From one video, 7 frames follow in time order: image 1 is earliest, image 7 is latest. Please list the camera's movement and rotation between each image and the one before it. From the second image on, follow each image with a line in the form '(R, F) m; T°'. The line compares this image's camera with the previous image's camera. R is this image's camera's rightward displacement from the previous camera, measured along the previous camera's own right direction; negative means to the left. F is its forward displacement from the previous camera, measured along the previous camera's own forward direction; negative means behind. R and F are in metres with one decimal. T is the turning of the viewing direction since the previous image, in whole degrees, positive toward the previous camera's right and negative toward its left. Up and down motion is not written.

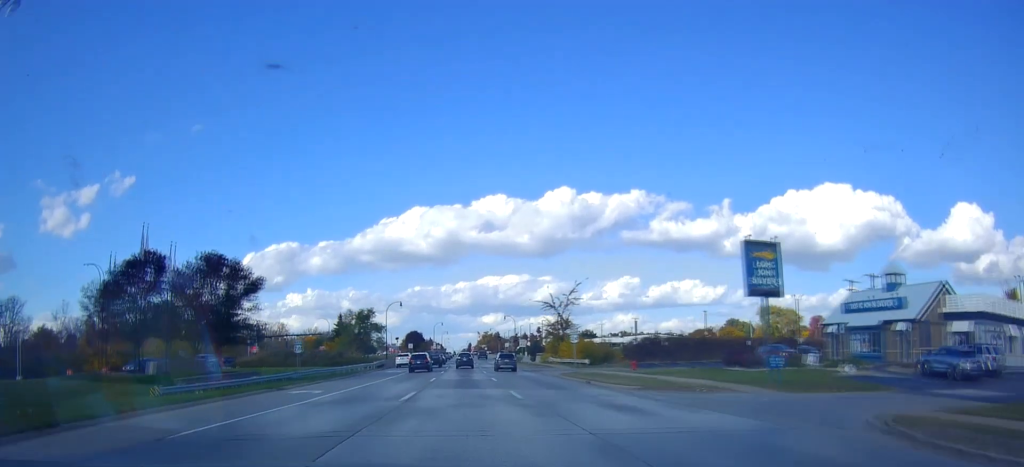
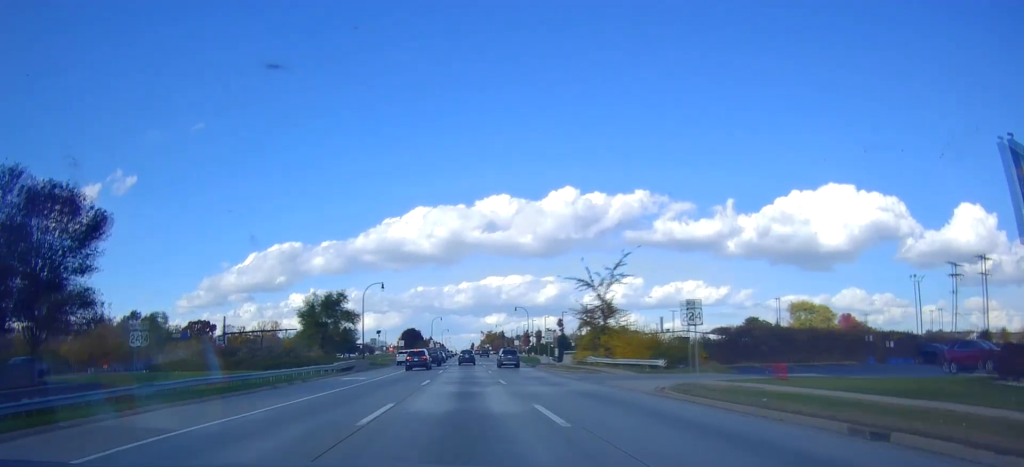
(+0.6, +21.8) m; +2°
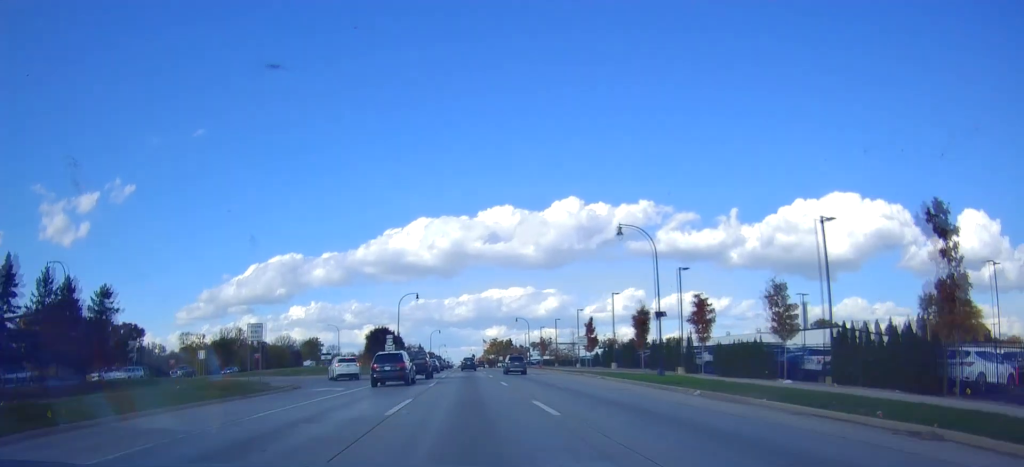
(-0.8, +71.9) m; -1°
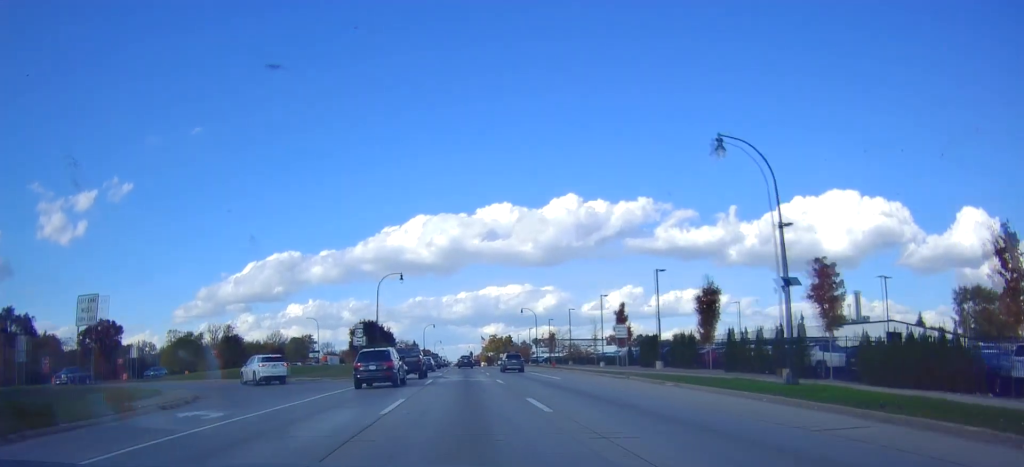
(+0.2, +15.2) m; +1°
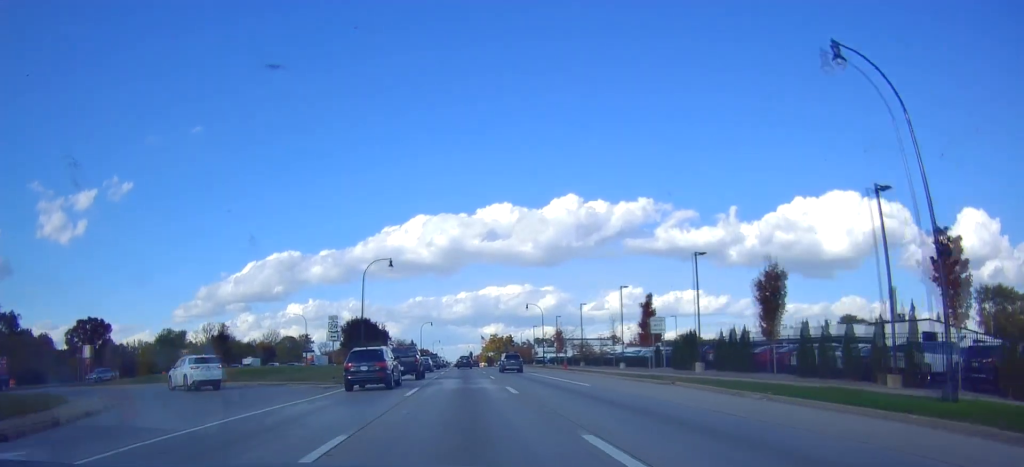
(0.0, +8.3) m; 0°
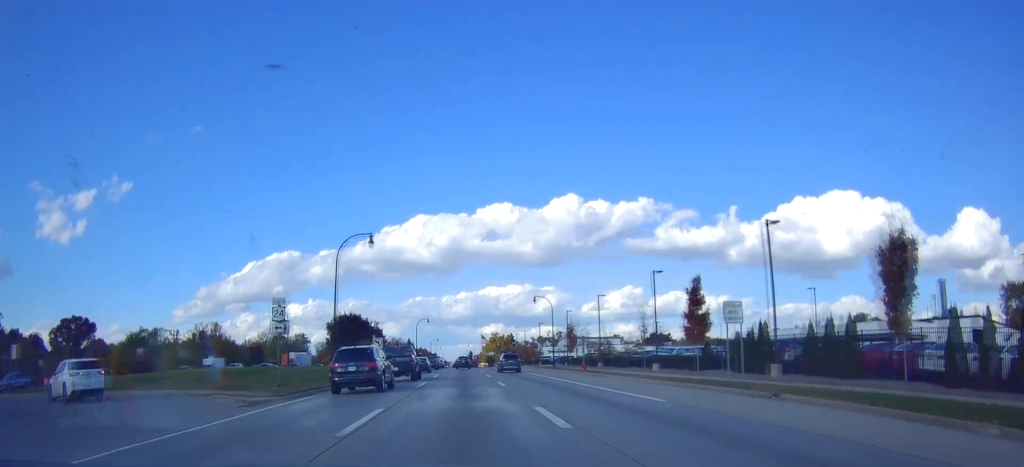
(0.0, +10.2) m; 0°
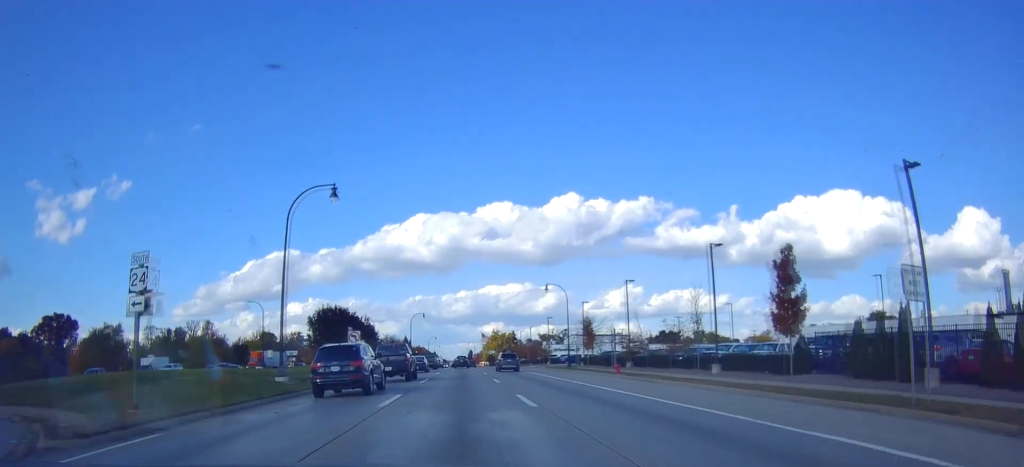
(0.0, +11.4) m; 0°
